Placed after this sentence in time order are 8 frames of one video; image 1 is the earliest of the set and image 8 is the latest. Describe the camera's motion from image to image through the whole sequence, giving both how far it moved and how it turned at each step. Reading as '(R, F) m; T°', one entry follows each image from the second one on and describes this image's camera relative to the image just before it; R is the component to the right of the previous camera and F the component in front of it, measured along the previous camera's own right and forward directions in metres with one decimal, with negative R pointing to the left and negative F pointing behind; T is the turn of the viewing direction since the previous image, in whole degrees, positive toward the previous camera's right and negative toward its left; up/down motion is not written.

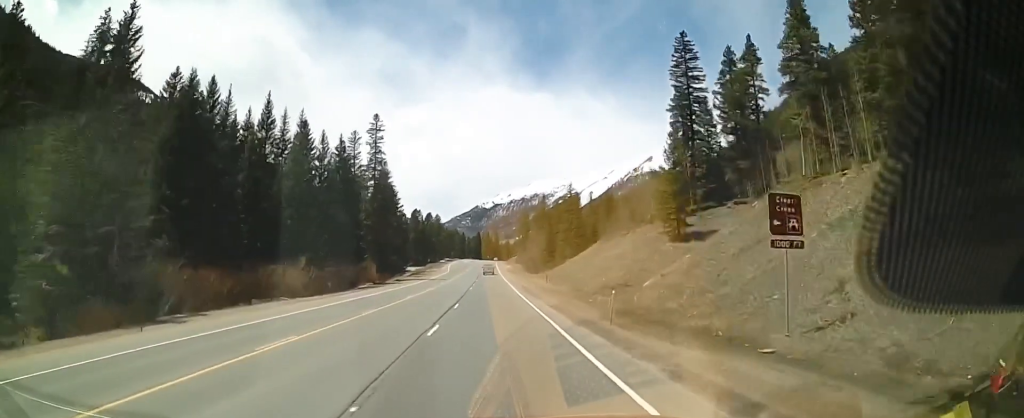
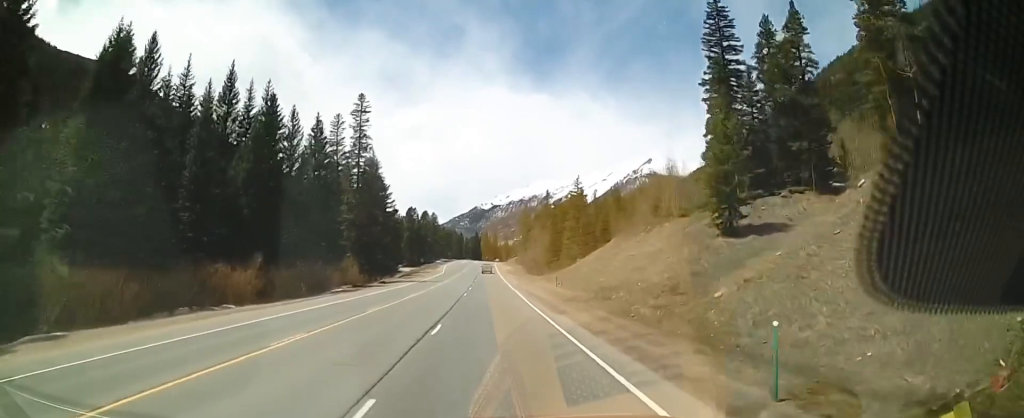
(-0.3, +11.2) m; 0°
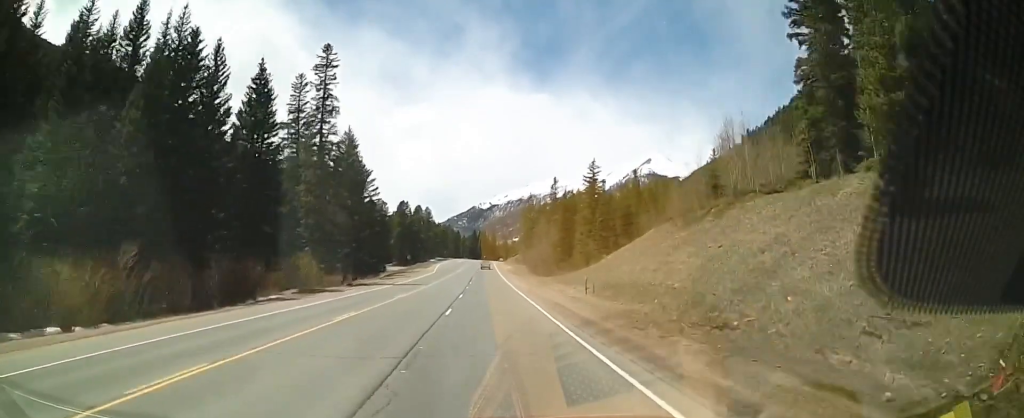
(+0.4, +18.2) m; +1°
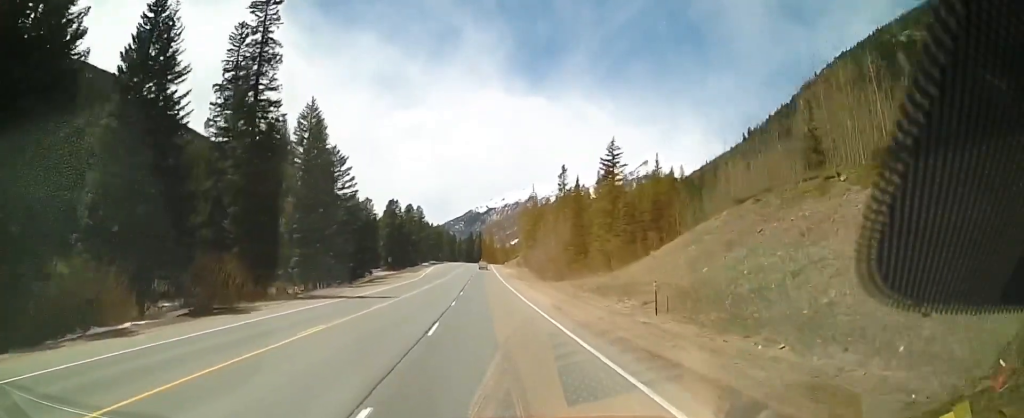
(0.0, +17.7) m; 0°
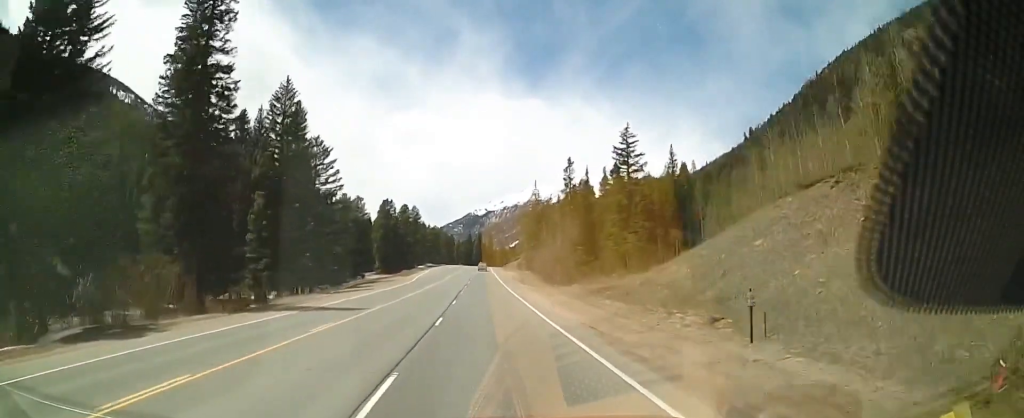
(0.0, +9.2) m; 0°
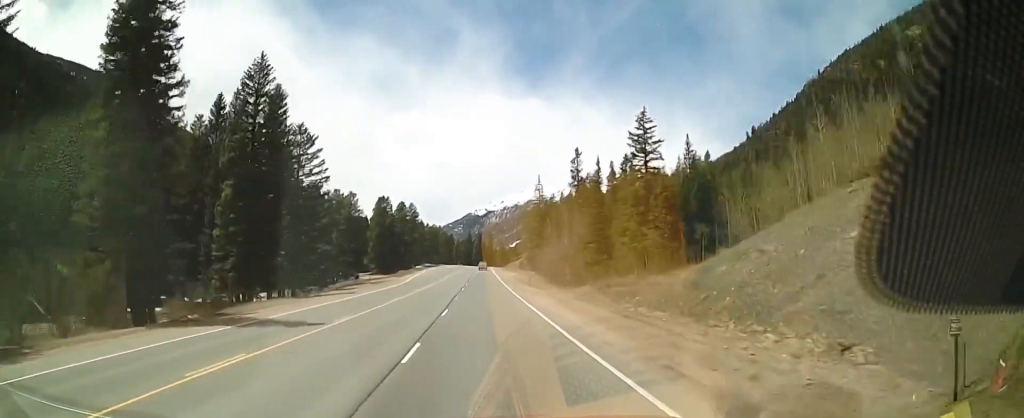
(0.0, +7.8) m; 0°
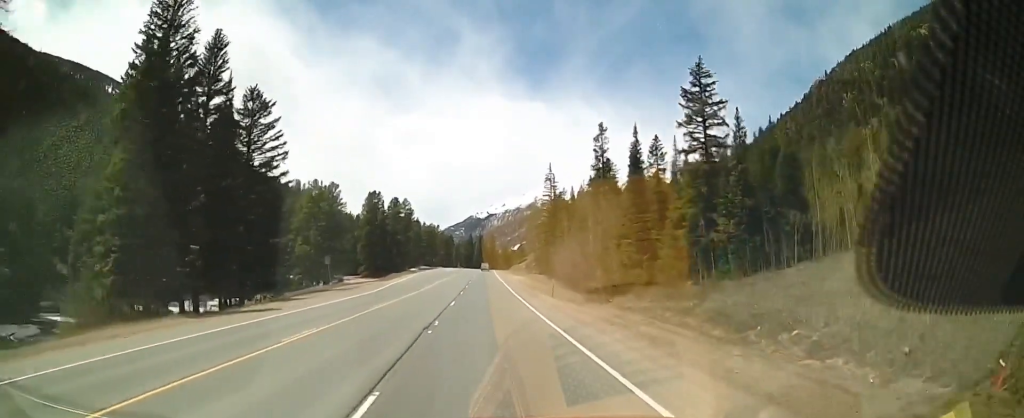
(0.0, +17.4) m; 0°
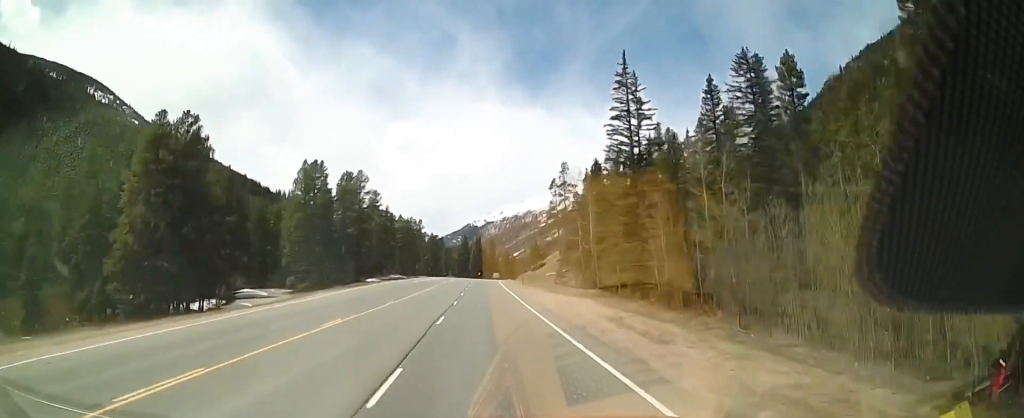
(+0.1, +56.9) m; 0°
